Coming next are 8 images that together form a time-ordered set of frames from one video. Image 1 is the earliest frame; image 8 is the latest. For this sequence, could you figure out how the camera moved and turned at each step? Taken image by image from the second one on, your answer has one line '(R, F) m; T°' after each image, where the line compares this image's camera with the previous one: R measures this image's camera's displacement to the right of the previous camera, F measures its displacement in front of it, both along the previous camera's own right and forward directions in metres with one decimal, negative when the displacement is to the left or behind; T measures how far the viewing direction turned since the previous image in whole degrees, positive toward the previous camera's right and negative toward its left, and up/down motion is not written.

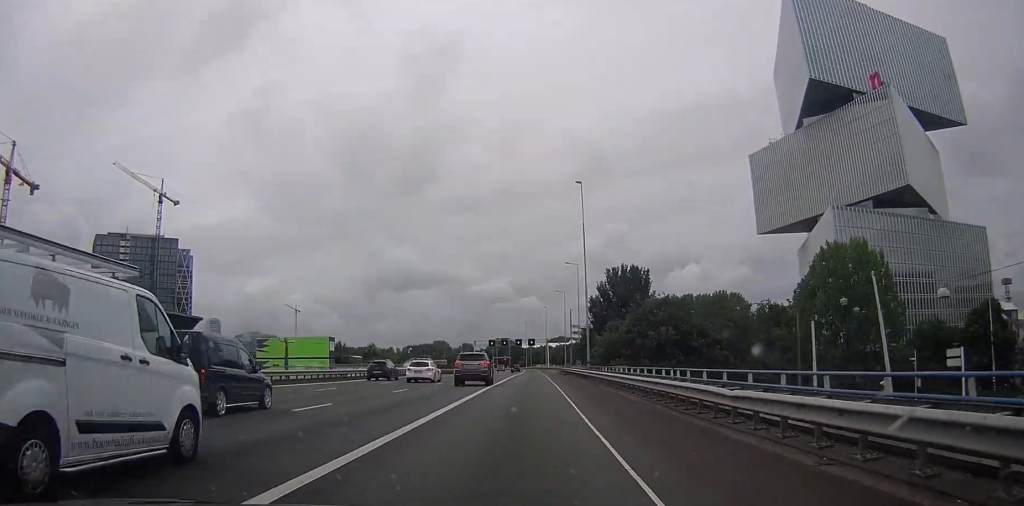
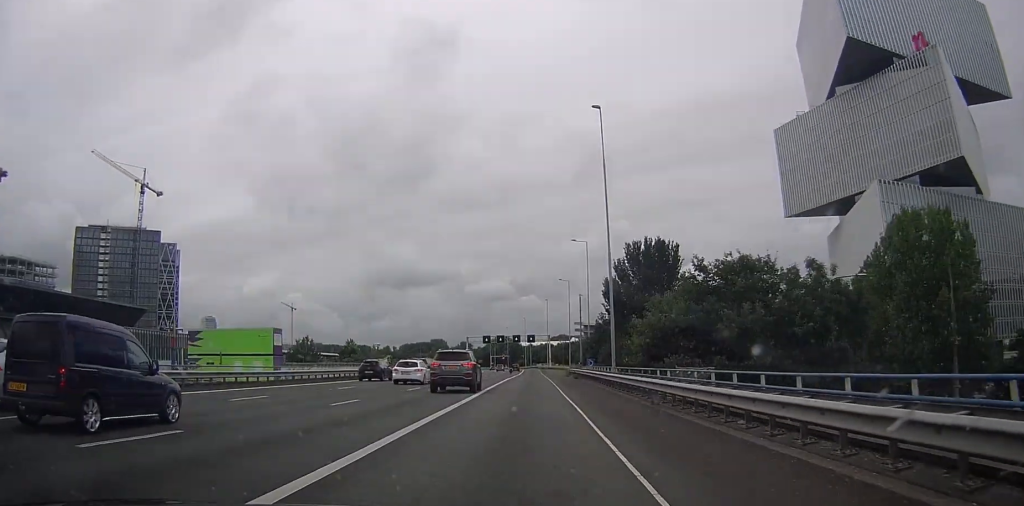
(0.0, +20.7) m; 0°
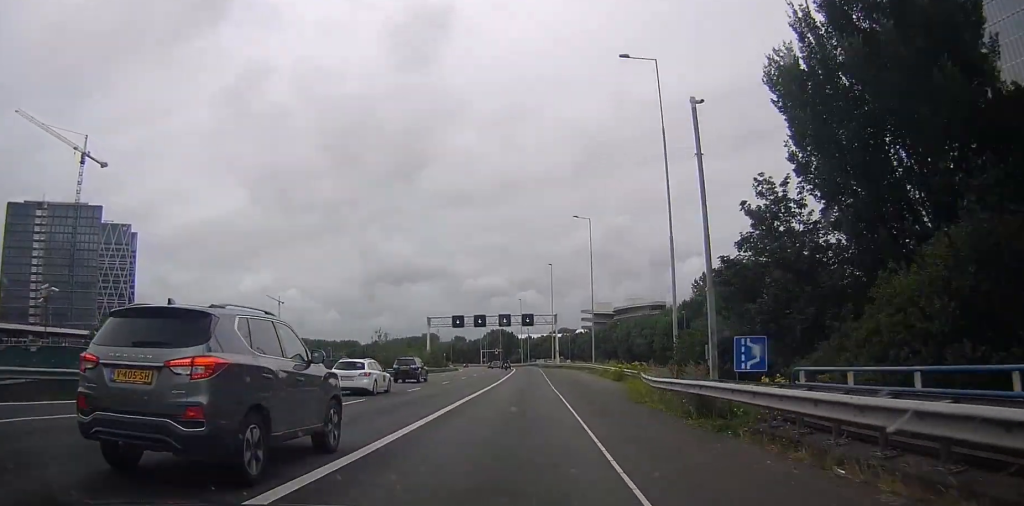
(+0.1, +58.1) m; 0°
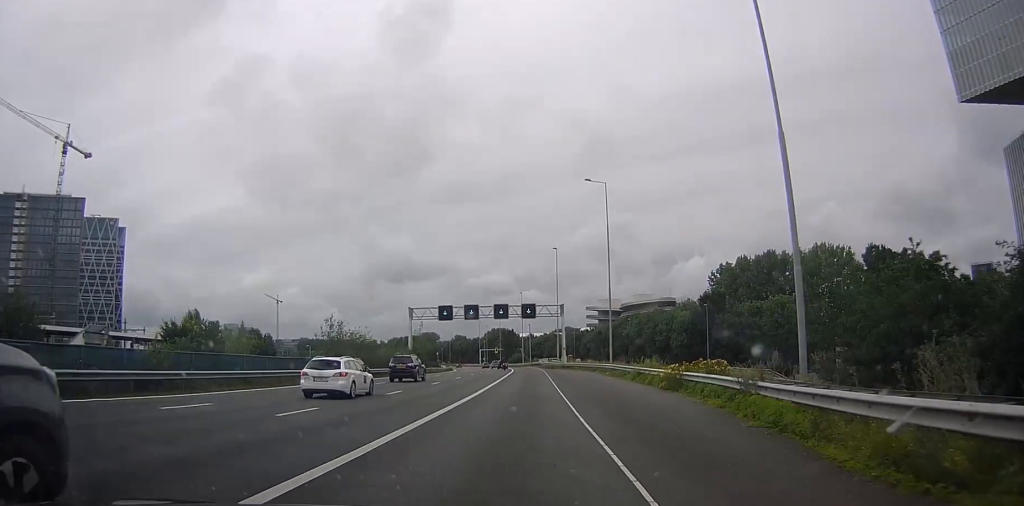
(0.0, +16.9) m; 0°
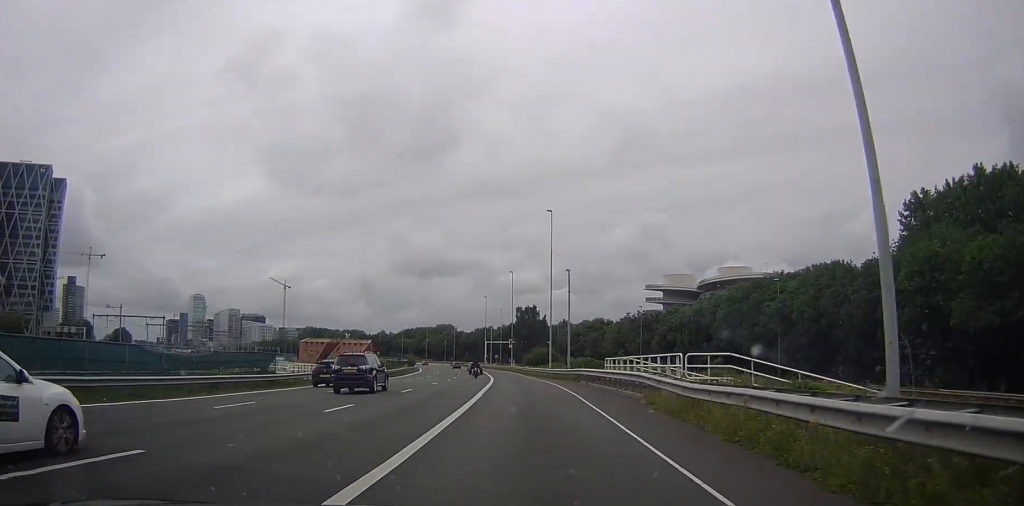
(-1.6, +93.4) m; -3°
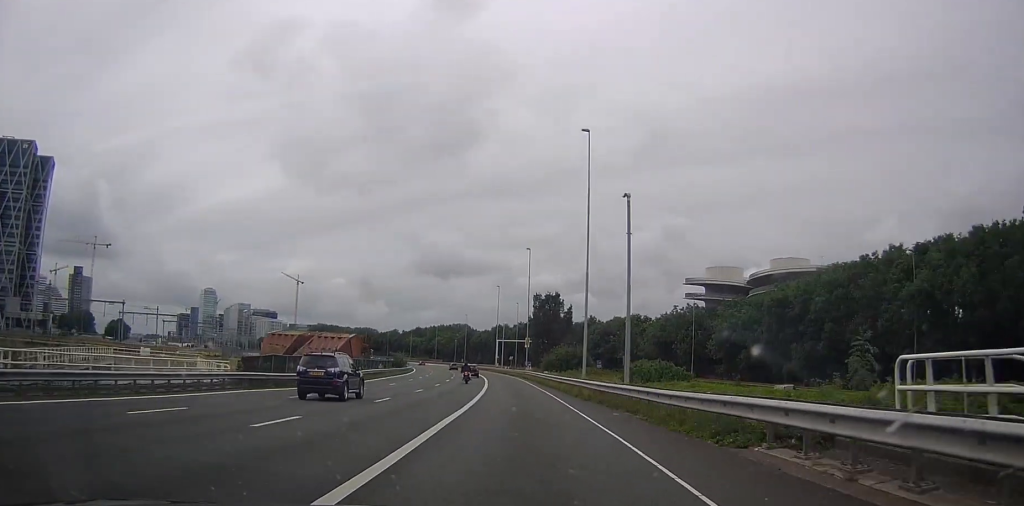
(-0.5, +28.6) m; -2°
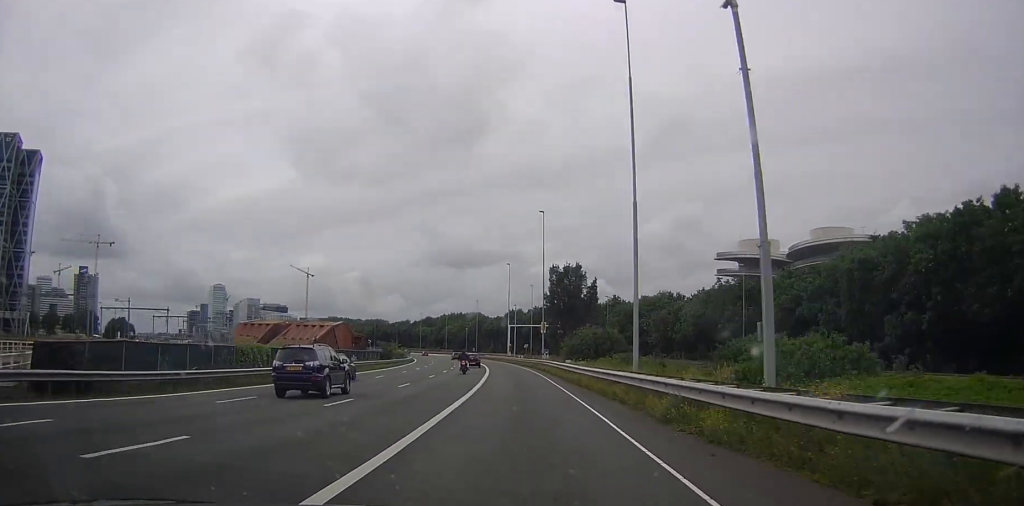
(-0.2, +17.8) m; -1°
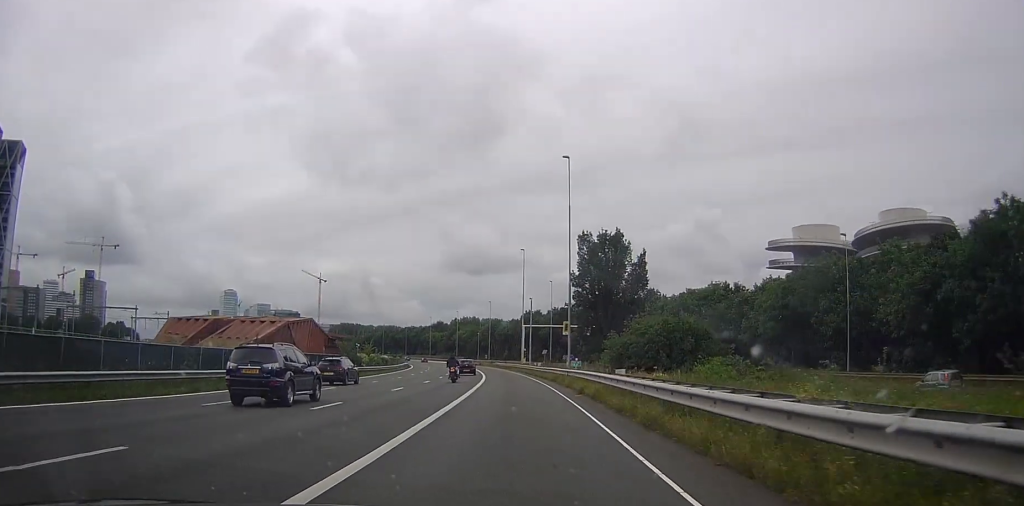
(-0.2, +24.9) m; -2°
